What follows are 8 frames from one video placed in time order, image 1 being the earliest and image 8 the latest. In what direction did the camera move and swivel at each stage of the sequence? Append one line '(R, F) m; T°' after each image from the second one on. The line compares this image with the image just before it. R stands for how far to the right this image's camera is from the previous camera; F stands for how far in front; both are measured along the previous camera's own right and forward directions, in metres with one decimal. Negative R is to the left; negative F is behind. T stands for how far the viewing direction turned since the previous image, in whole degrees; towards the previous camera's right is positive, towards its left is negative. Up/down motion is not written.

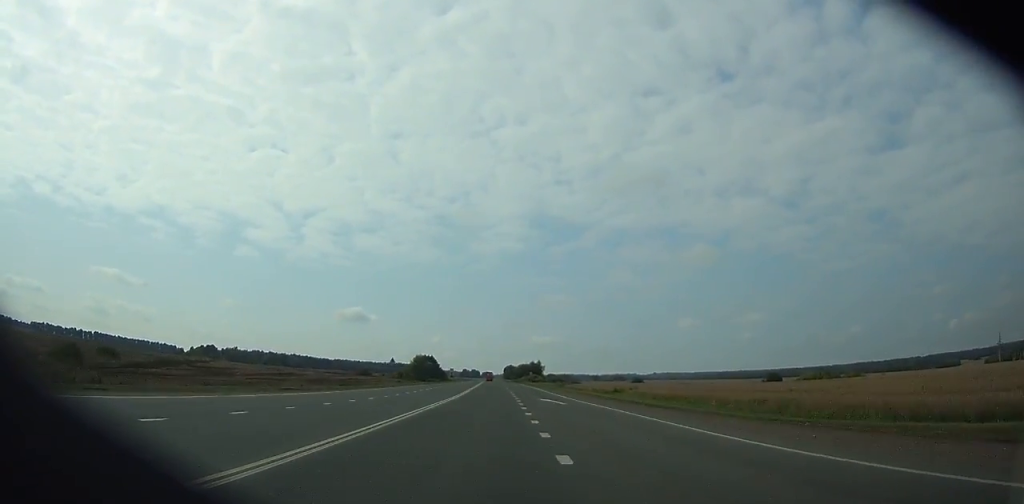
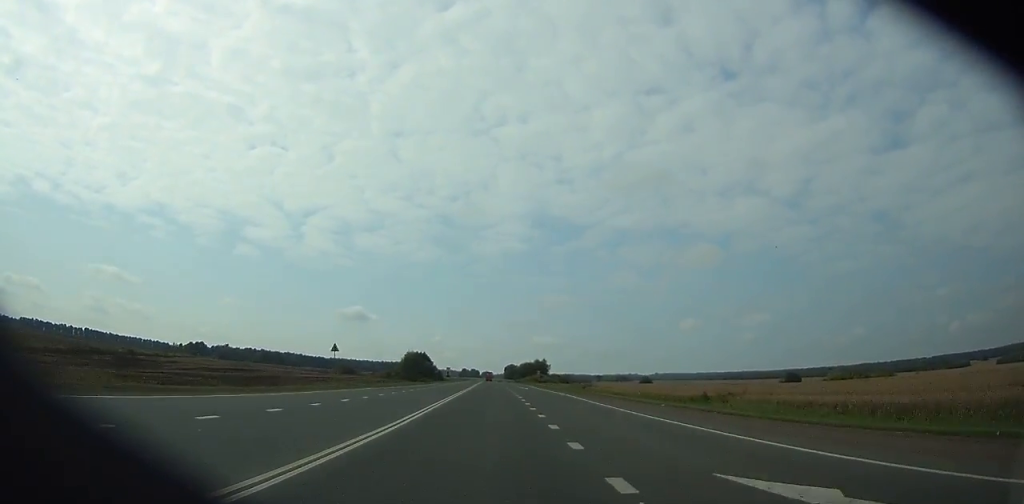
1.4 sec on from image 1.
(+0.1, +30.0) m; 0°
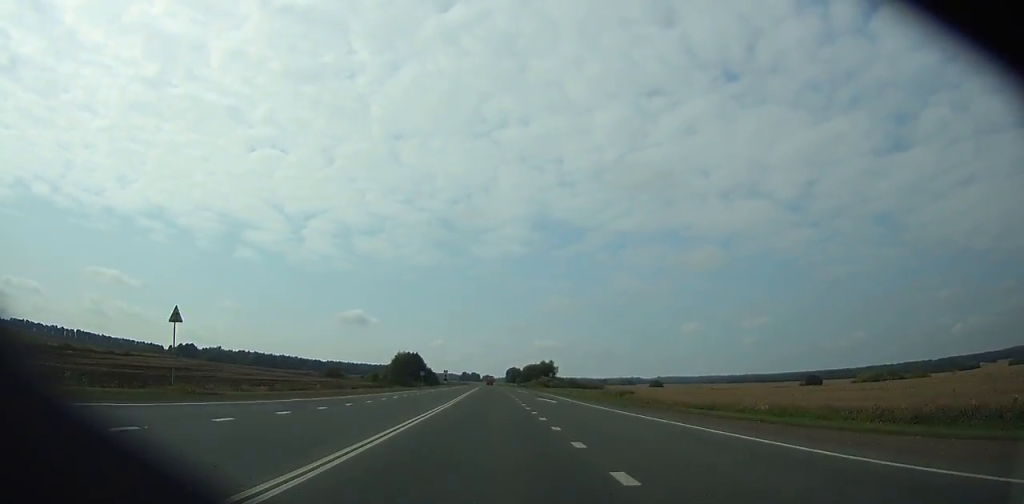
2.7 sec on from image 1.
(0.0, +27.9) m; 0°
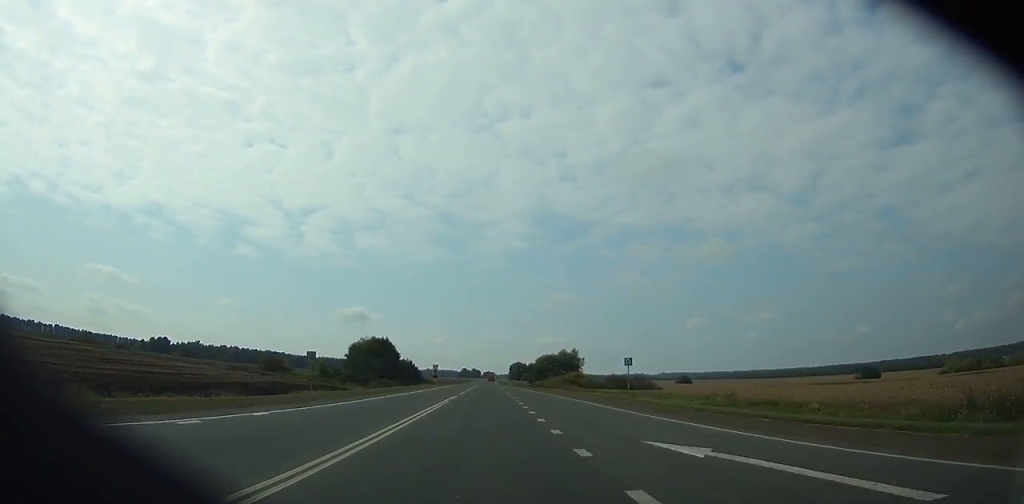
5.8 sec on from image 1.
(-0.2, +66.9) m; 0°
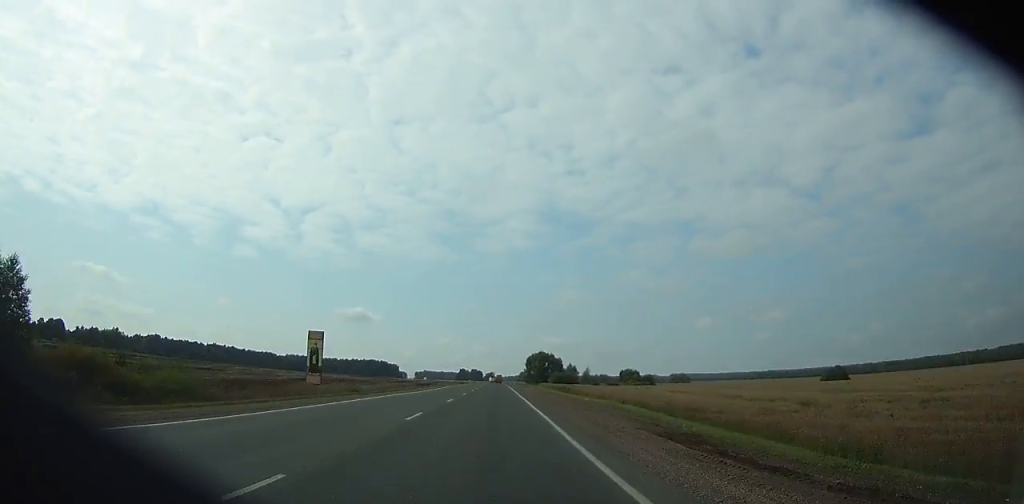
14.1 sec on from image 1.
(-0.2, +182.6) m; 0°
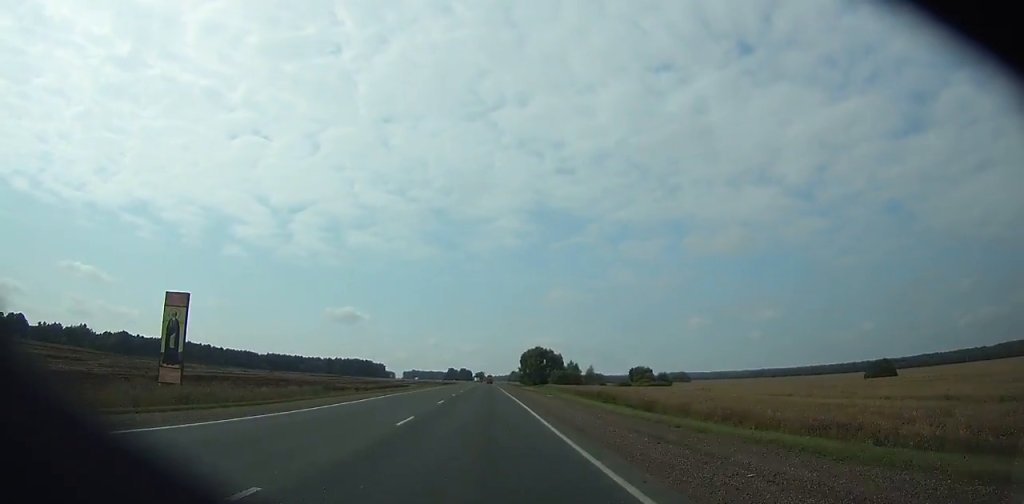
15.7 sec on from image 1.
(0.0, +36.0) m; 0°
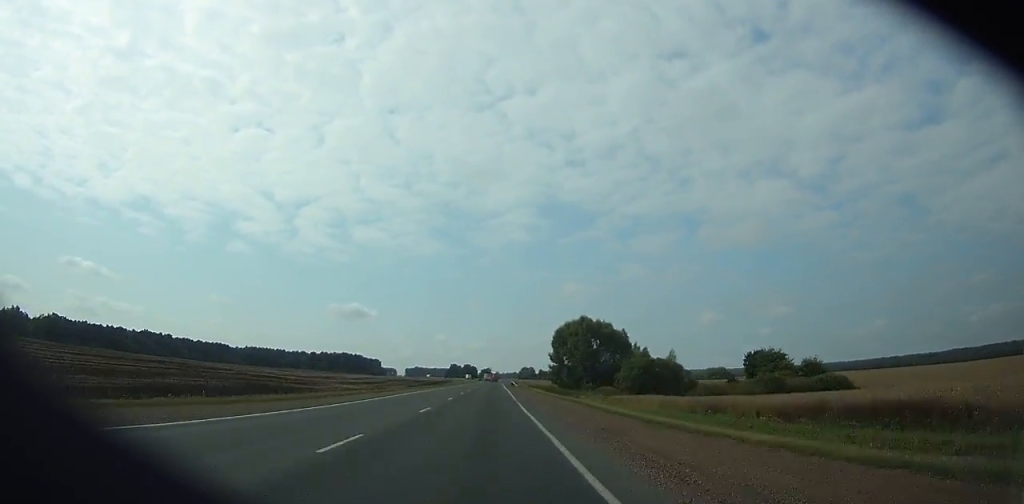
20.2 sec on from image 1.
(+0.1, +102.3) m; 0°
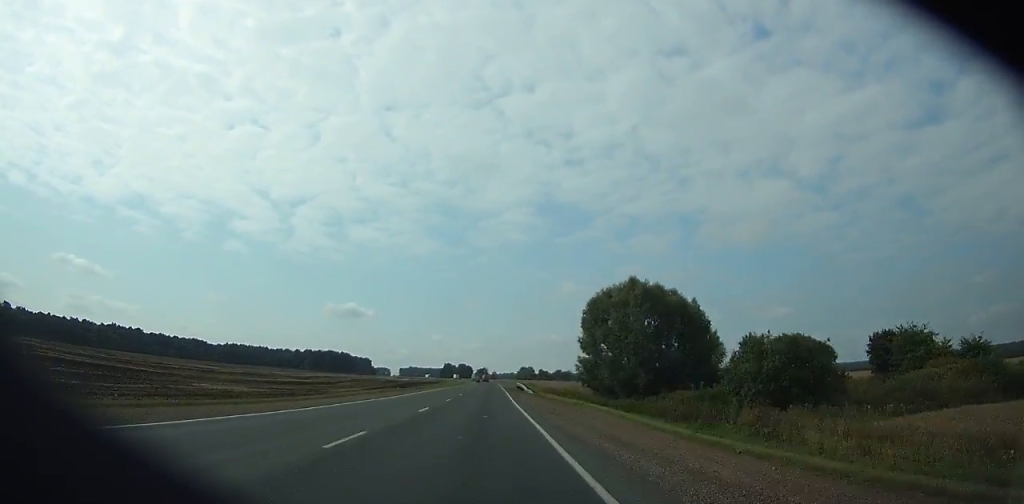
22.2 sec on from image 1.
(0.0, +46.1) m; 0°
